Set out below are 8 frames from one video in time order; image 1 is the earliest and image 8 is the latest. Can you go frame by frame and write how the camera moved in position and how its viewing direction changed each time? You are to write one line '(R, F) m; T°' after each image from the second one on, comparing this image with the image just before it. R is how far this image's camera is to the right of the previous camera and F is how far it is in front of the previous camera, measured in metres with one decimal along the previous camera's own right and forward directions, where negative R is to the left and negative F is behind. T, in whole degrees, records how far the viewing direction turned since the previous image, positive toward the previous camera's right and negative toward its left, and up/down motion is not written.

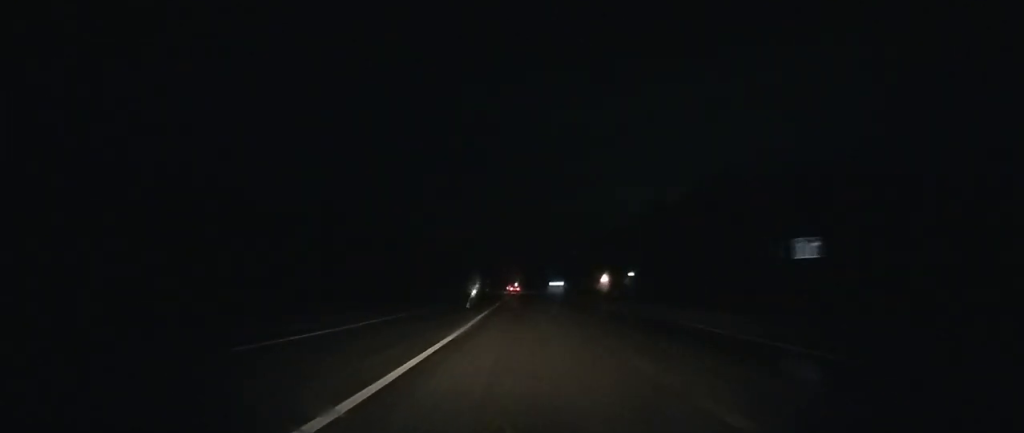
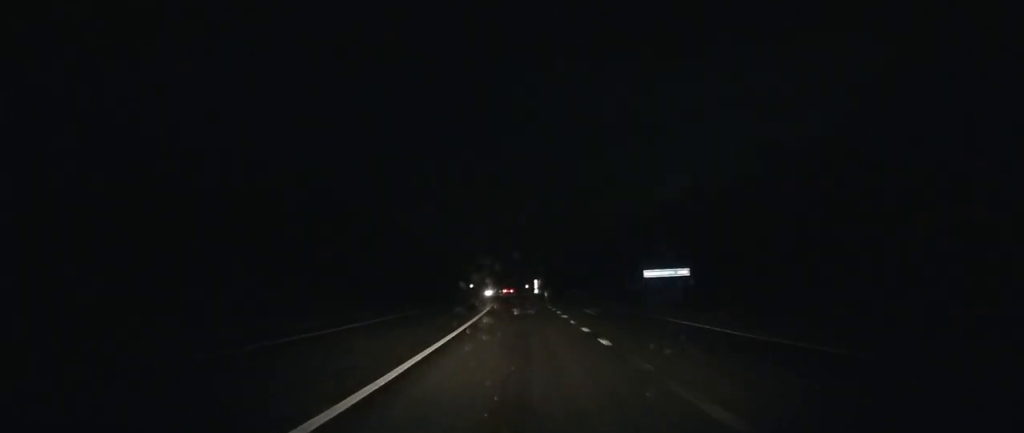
(-1.6, +105.5) m; -2°
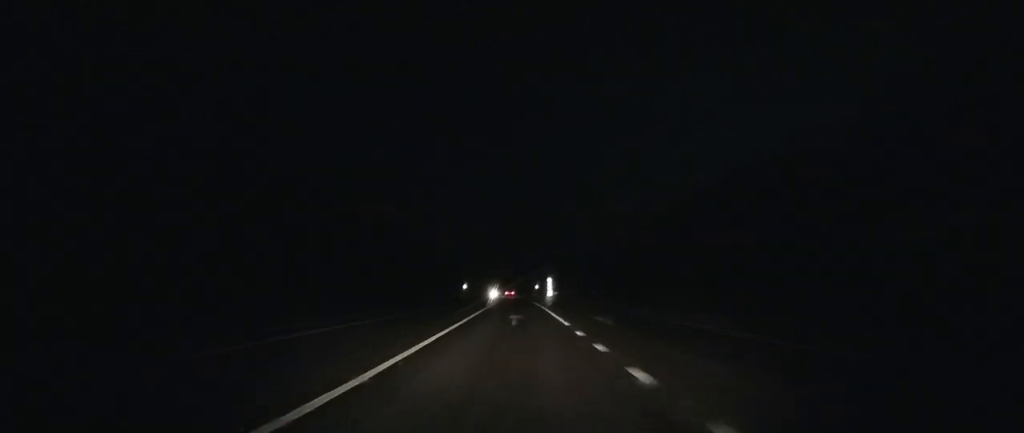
(-0.2, +36.2) m; -1°
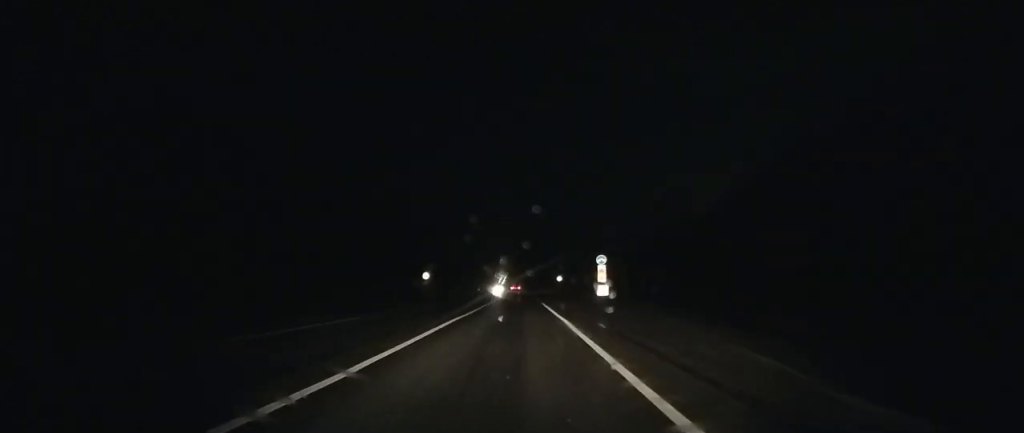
(-0.4, +59.8) m; -1°
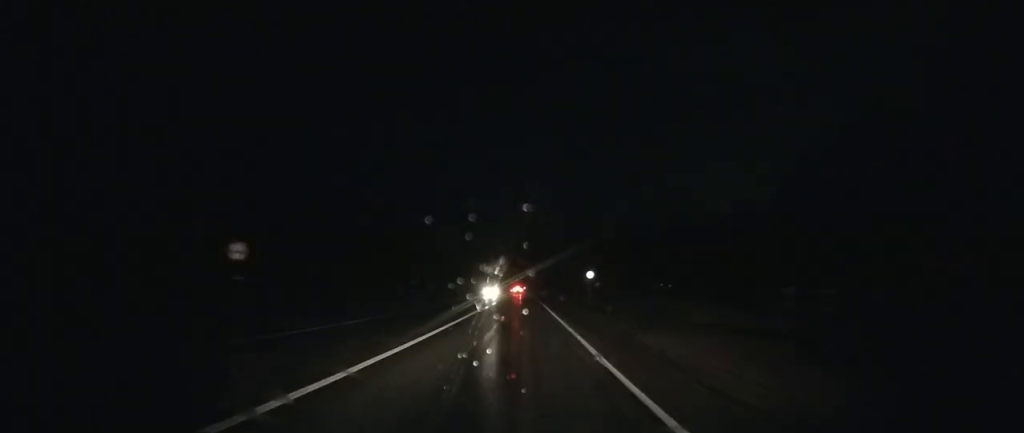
(-0.5, +41.9) m; -1°
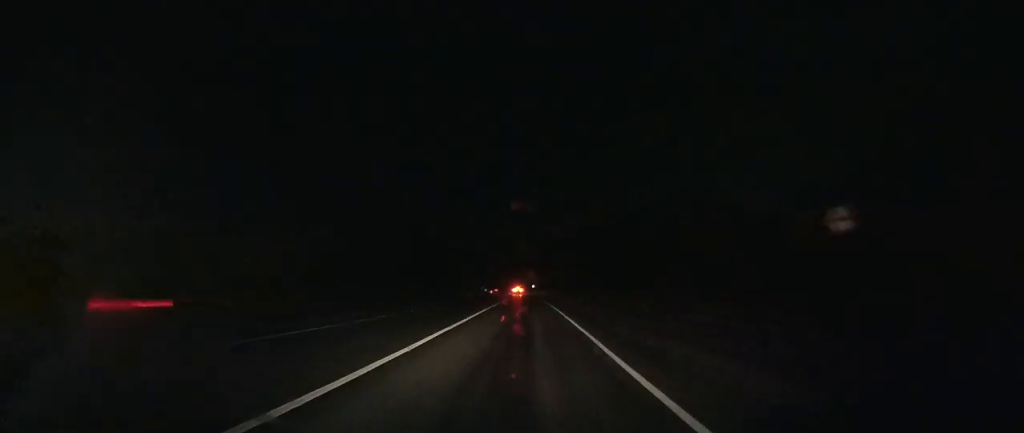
(-0.3, +49.4) m; -1°
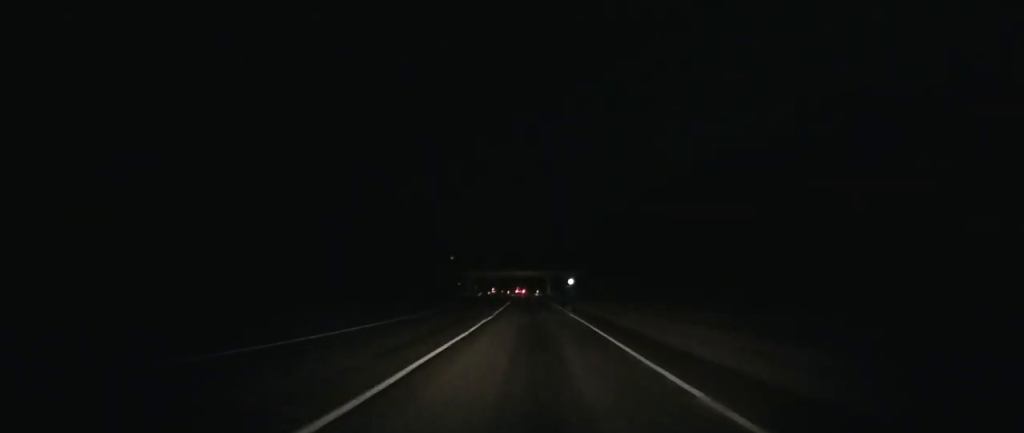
(-1.6, +118.1) m; -1°
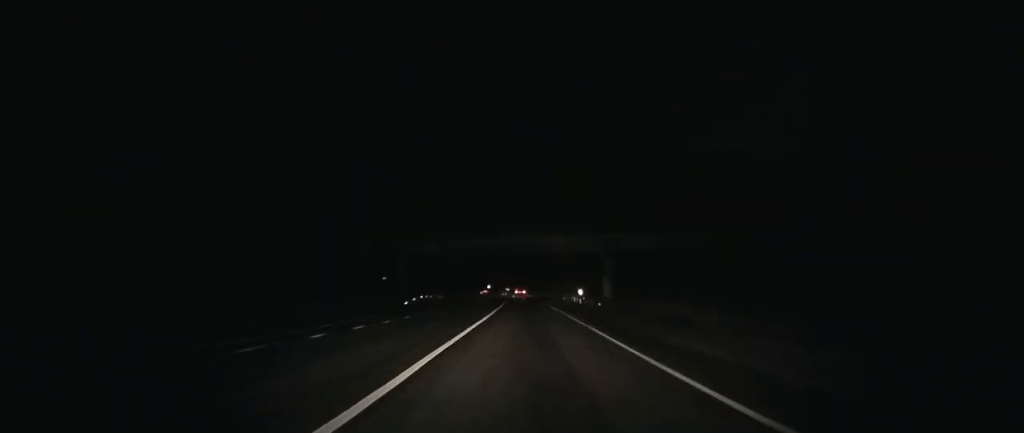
(-1.2, +113.0) m; -2°
